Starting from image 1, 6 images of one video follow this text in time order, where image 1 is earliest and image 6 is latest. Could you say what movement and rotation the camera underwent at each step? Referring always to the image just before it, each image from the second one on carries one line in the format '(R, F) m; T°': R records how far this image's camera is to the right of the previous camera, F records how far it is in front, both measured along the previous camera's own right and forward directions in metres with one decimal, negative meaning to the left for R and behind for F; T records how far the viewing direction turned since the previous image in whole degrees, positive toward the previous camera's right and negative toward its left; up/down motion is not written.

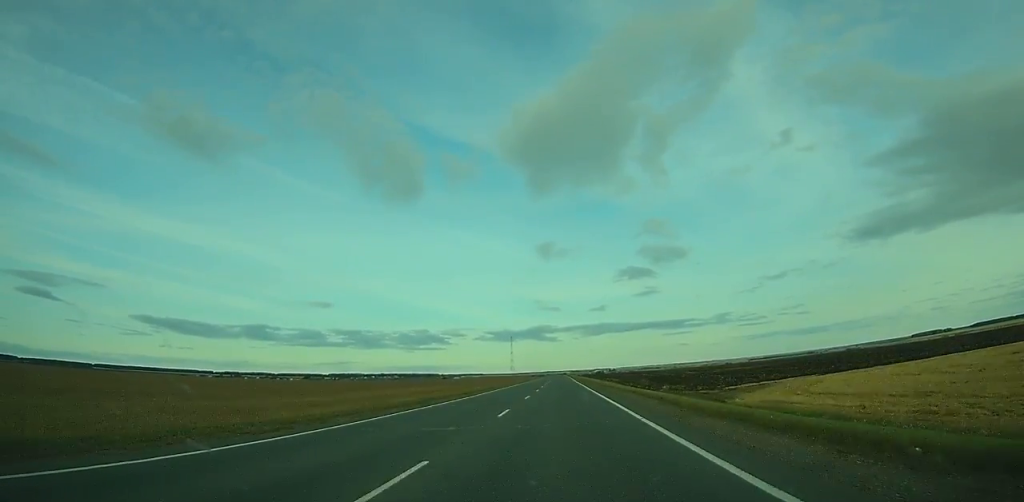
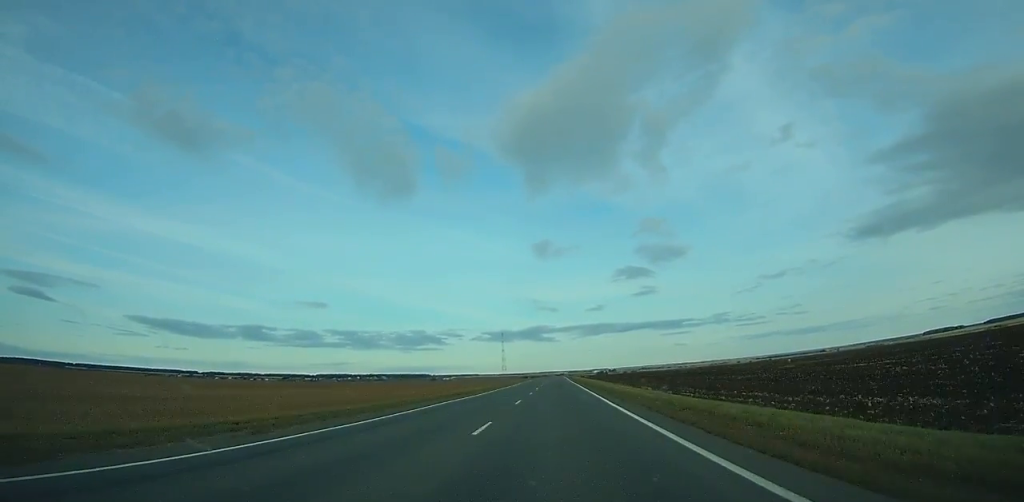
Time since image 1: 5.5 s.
(+0.4, +162.9) m; 0°
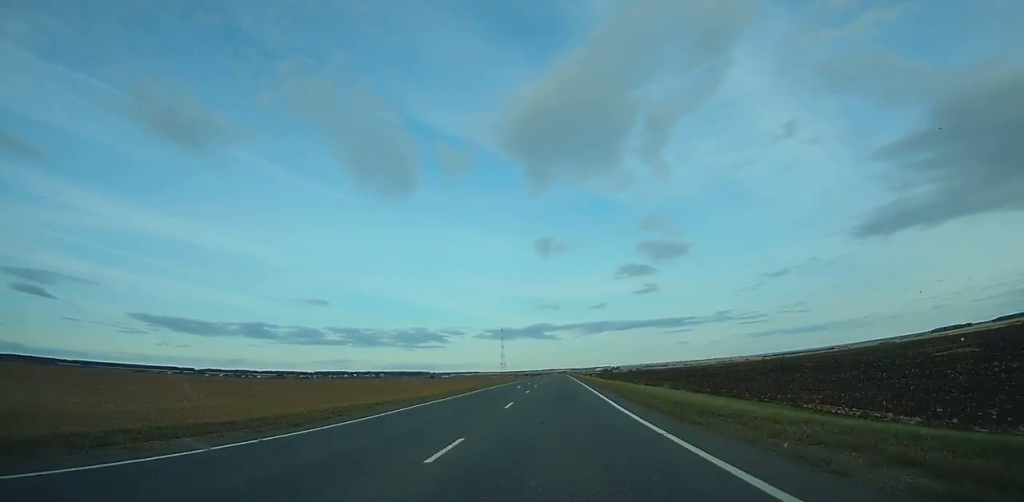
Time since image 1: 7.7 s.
(0.0, +65.1) m; 0°
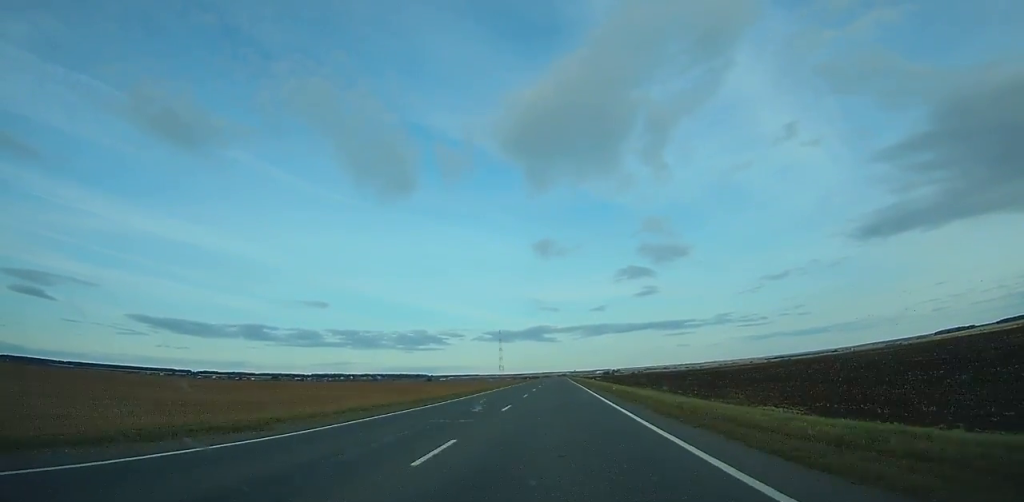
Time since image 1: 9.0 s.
(0.0, +38.5) m; 0°
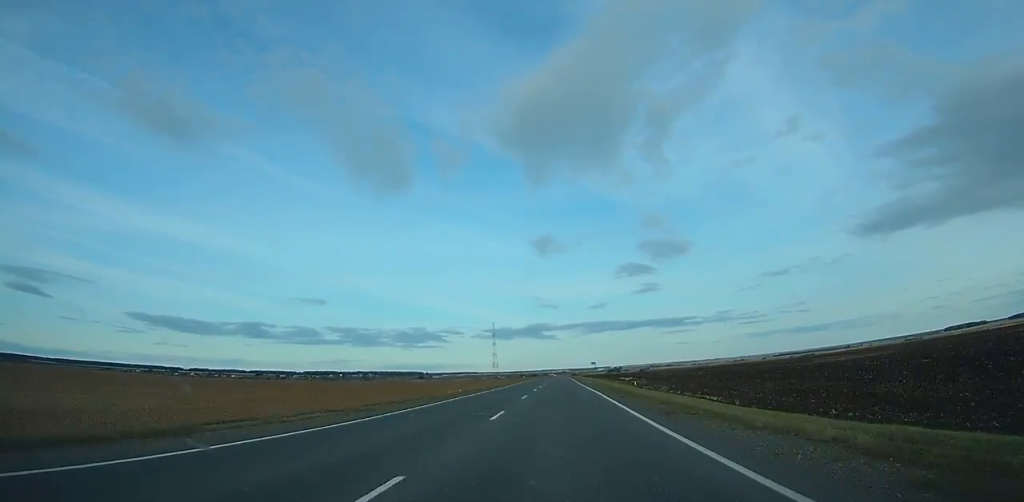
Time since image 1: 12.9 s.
(-0.2, +116.3) m; 0°
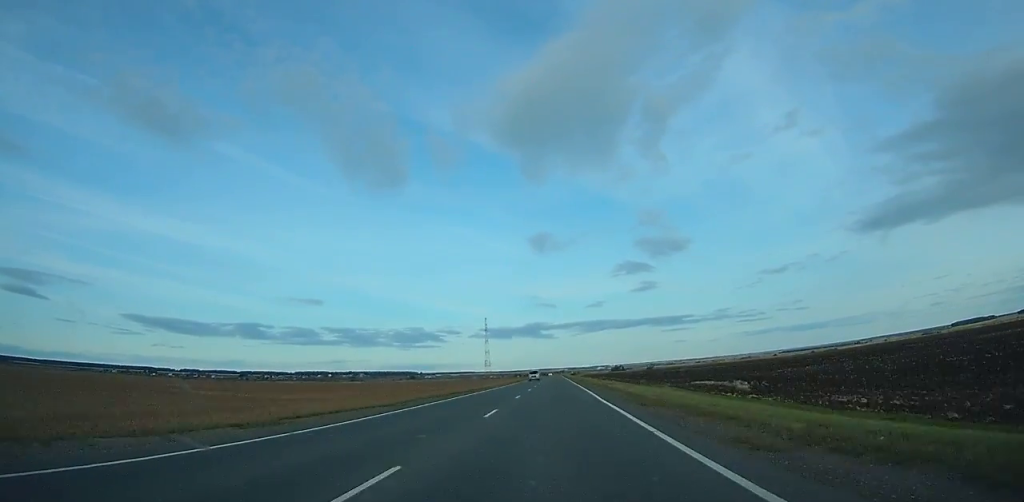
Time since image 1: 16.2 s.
(+0.3, +99.7) m; 0°
